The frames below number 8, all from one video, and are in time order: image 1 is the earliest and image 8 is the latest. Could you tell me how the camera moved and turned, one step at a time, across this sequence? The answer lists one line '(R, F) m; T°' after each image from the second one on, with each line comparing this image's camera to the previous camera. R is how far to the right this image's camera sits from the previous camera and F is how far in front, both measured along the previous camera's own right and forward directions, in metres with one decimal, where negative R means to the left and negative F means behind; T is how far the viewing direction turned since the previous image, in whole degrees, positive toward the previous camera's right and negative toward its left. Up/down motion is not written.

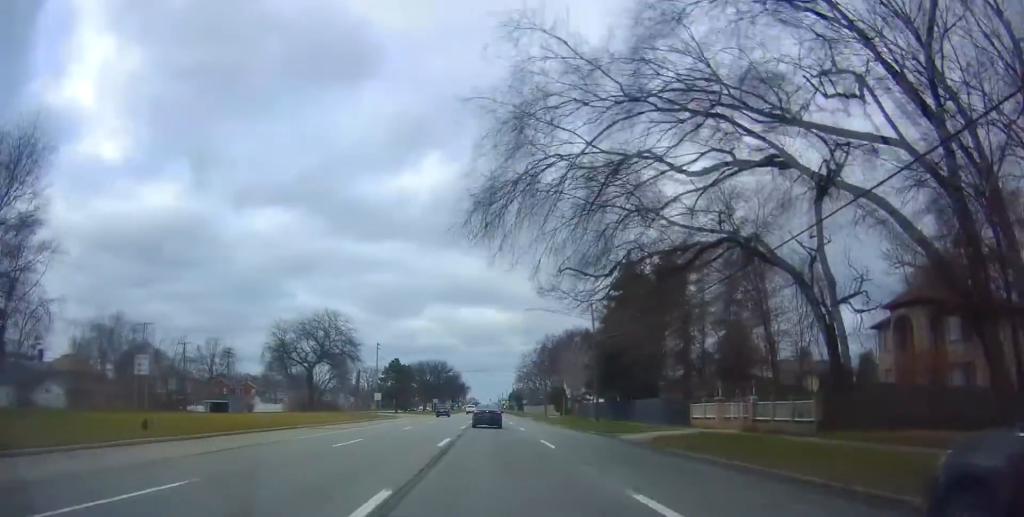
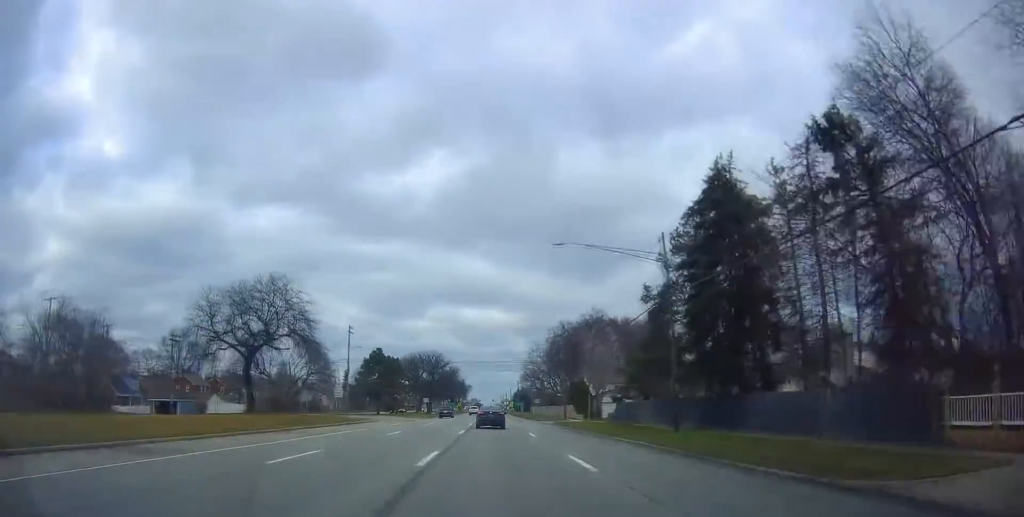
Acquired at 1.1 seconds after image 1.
(-0.3, +22.0) m; 0°
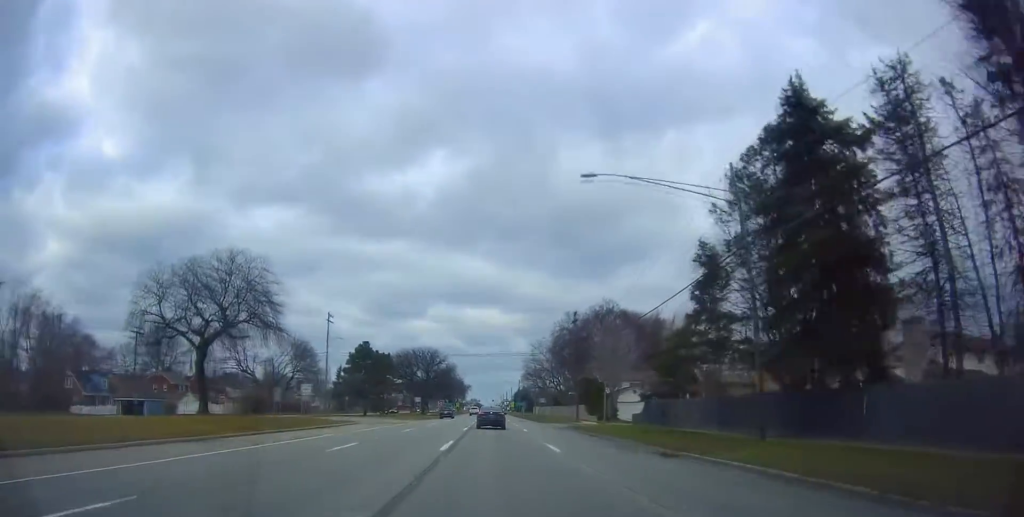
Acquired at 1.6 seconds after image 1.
(+0.1, +10.1) m; 0°
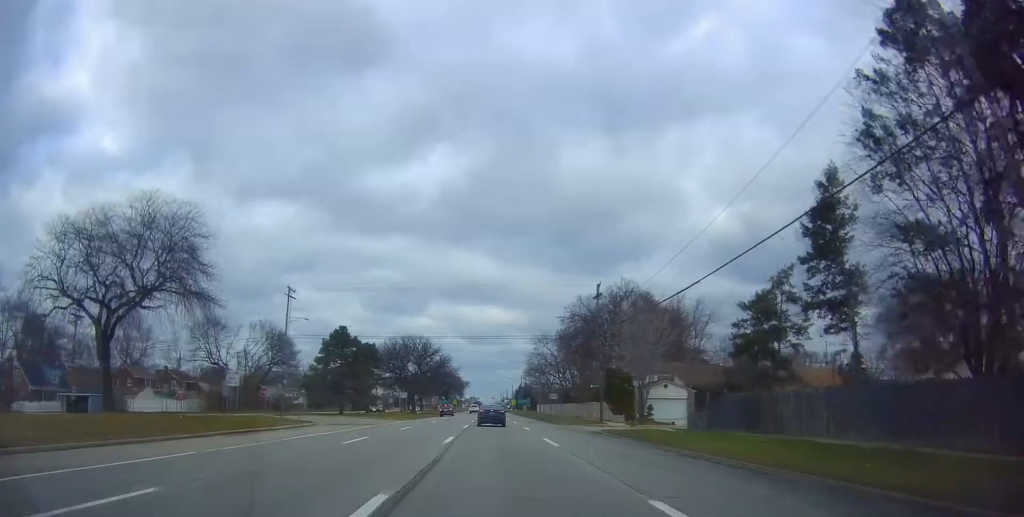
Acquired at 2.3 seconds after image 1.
(+0.2, +14.0) m; -1°
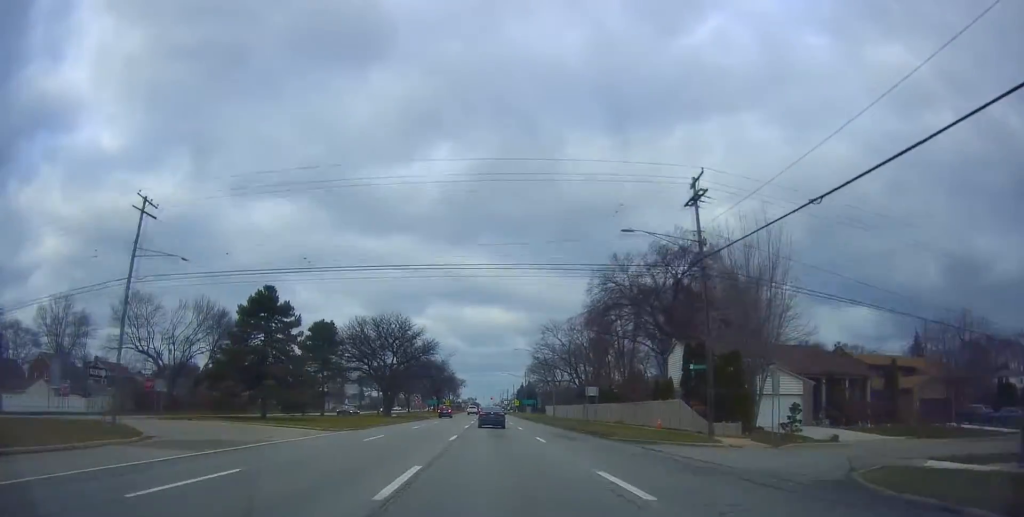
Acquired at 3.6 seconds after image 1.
(-0.4, +25.3) m; +1°
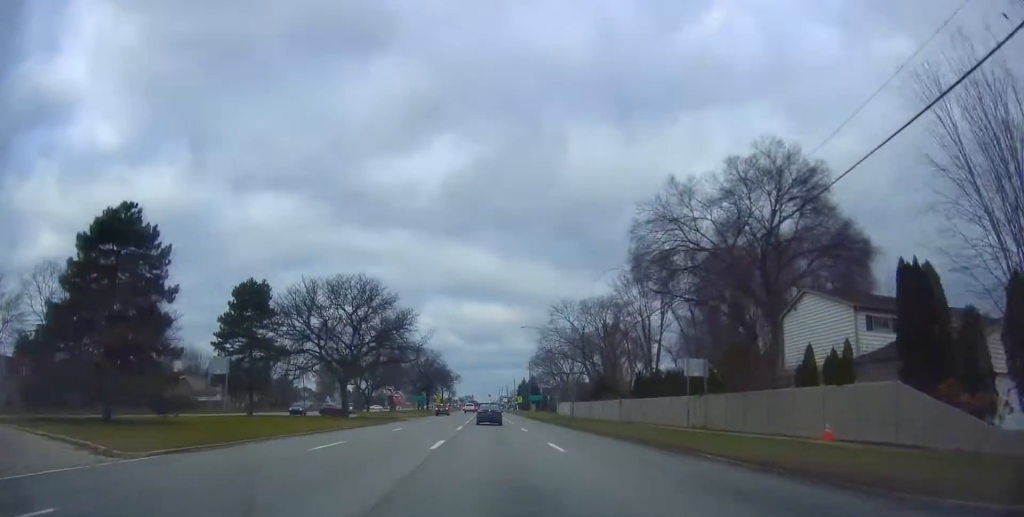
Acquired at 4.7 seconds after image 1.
(+0.5, +21.3) m; 0°
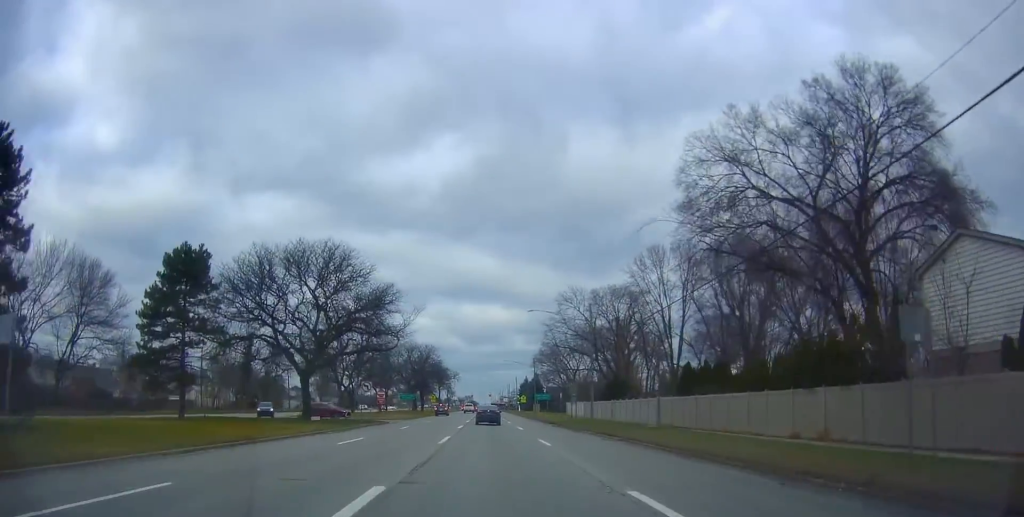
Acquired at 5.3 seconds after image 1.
(0.0, +11.7) m; -1°
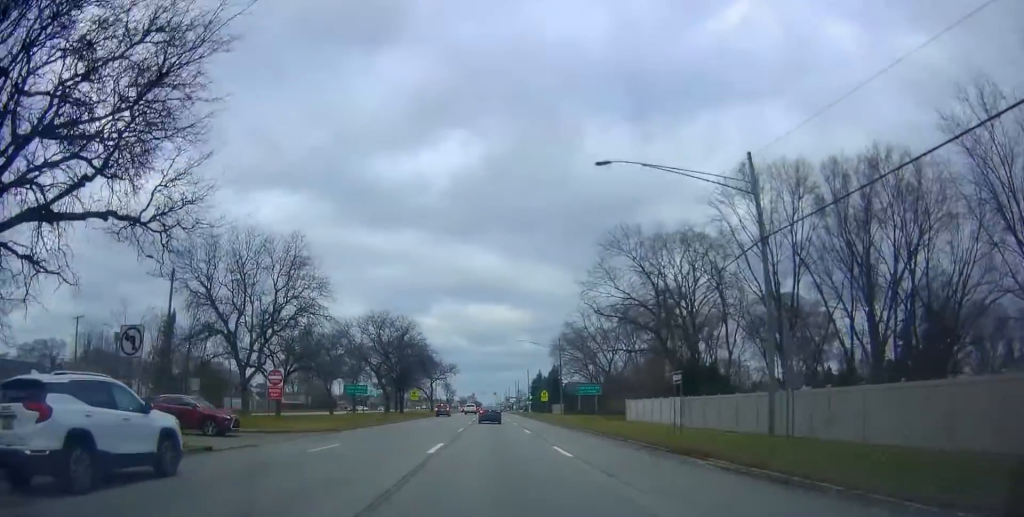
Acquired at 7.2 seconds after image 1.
(+0.1, +34.6) m; +1°
